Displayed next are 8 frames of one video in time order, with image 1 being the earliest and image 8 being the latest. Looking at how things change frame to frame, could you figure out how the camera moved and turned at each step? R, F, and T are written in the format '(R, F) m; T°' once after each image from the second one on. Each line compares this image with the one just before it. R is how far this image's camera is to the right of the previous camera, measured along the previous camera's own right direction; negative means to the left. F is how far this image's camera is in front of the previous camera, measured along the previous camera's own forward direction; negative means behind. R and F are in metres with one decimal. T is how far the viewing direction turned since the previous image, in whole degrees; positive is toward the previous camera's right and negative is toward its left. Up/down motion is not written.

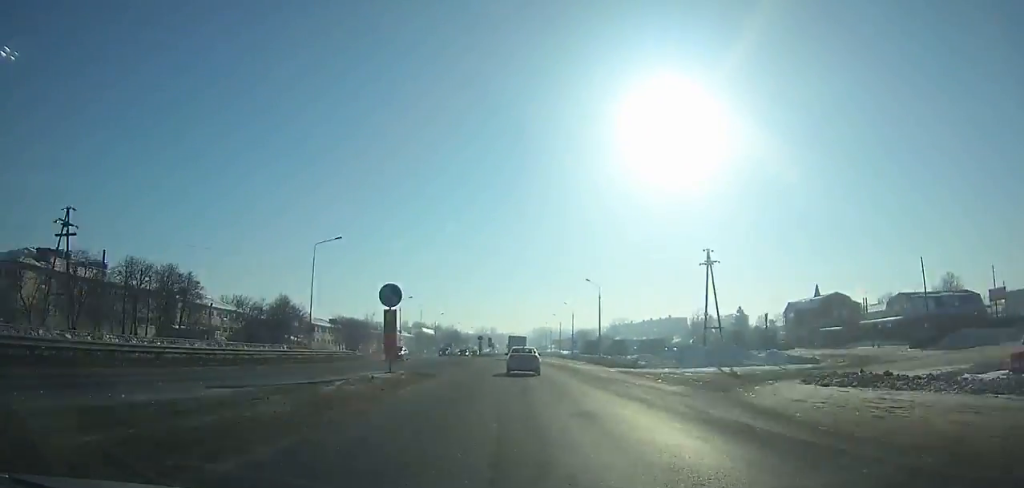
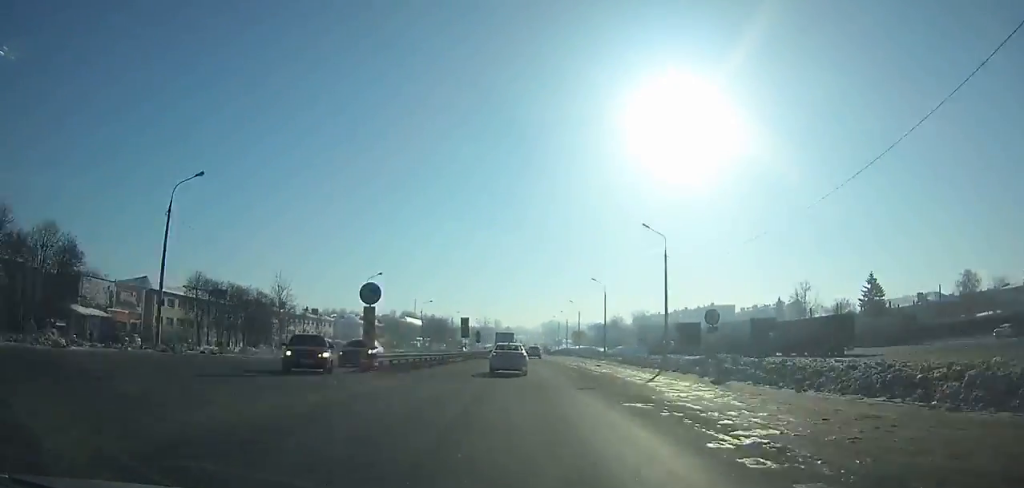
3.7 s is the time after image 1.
(-0.4, +74.7) m; 0°
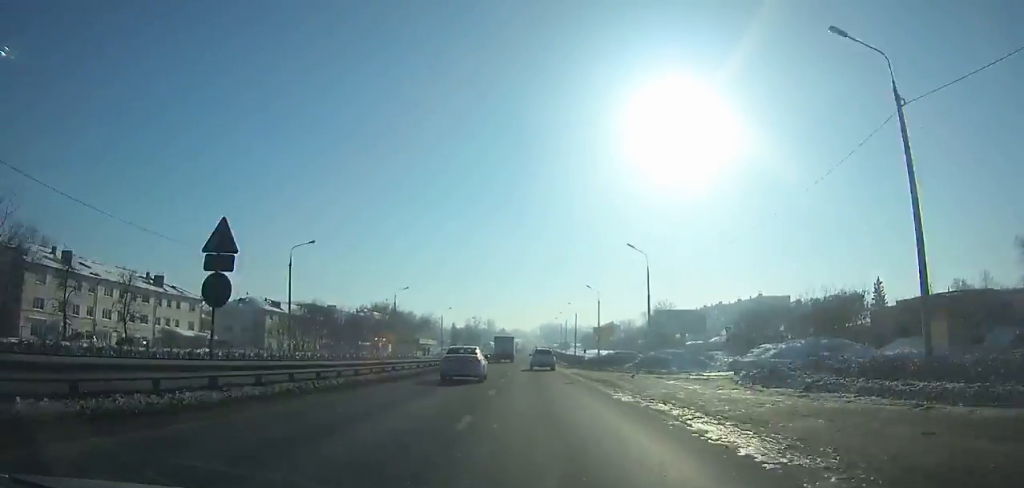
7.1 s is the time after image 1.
(-0.1, +69.8) m; 0°
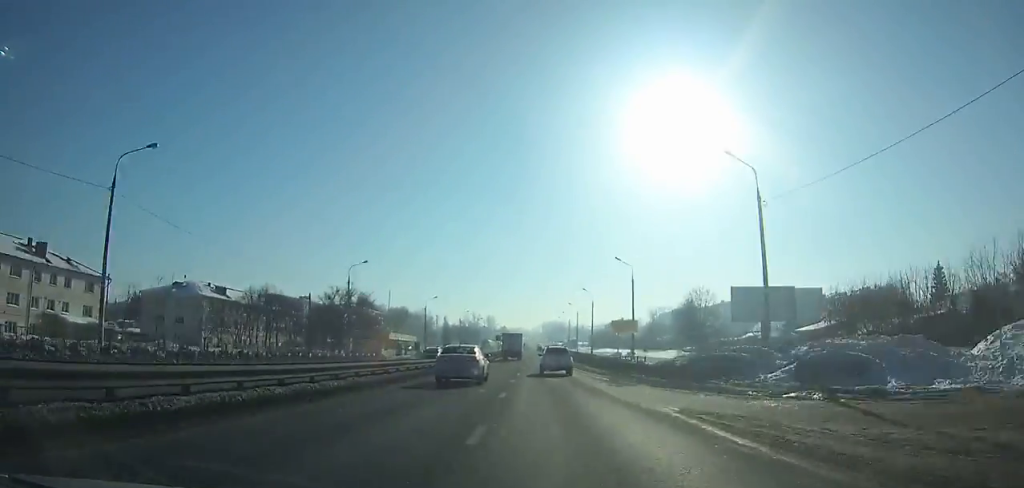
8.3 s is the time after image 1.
(0.0, +24.5) m; 0°
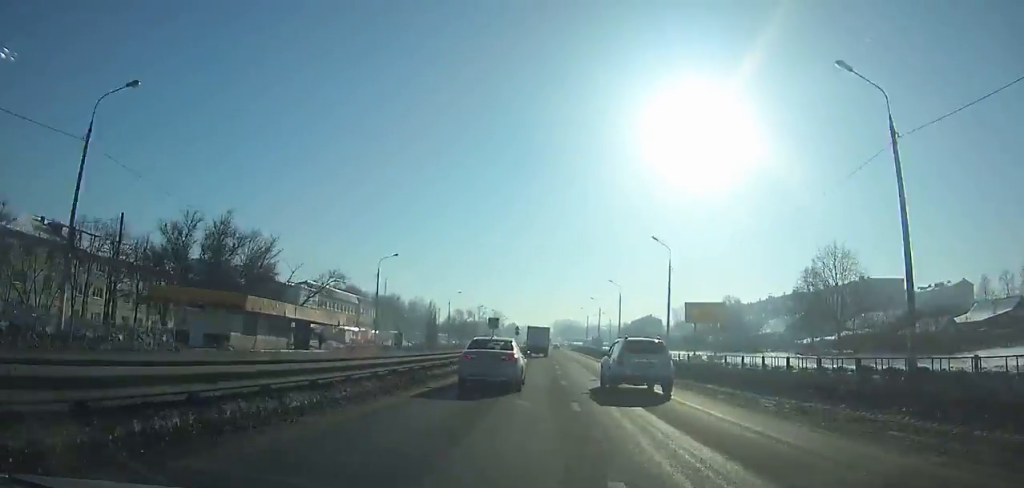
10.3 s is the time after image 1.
(-0.1, +40.1) m; +1°
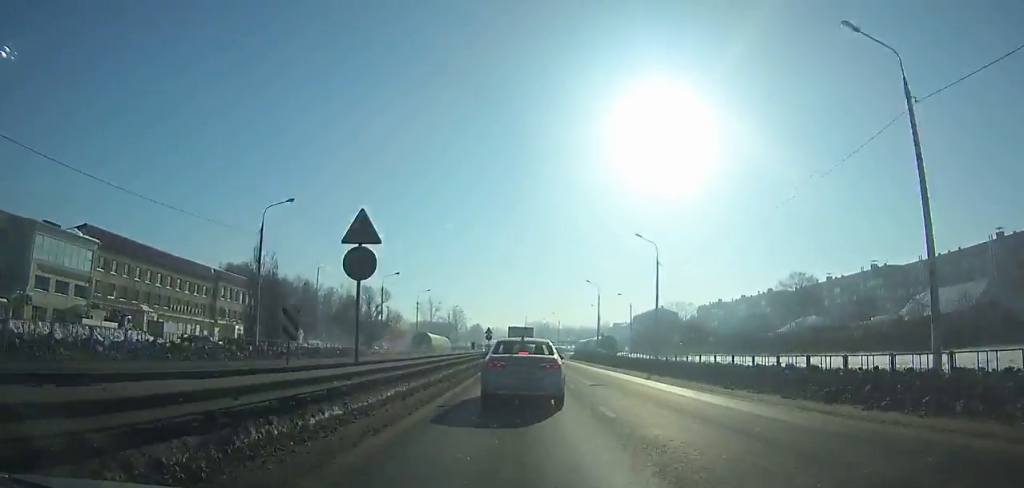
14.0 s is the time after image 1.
(+1.2, +70.1) m; +1°
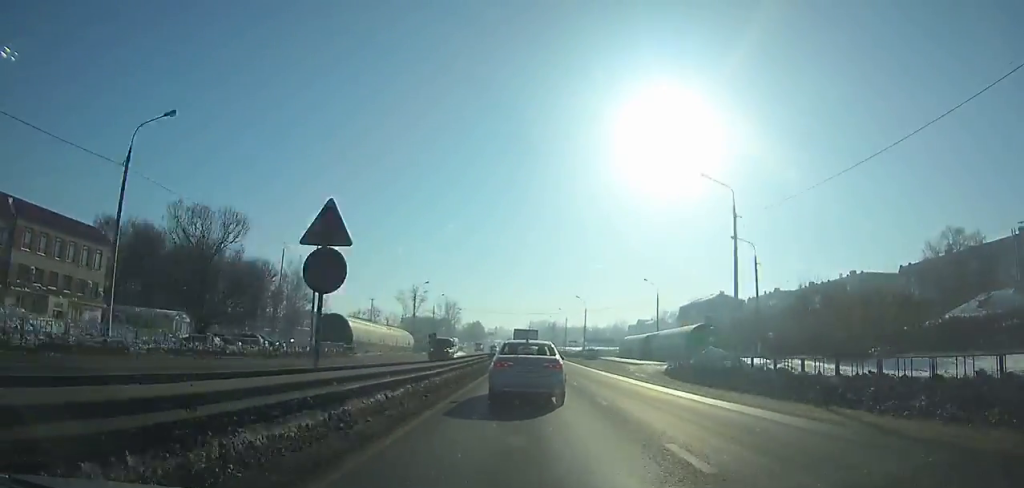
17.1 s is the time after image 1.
(0.0, +53.7) m; 0°
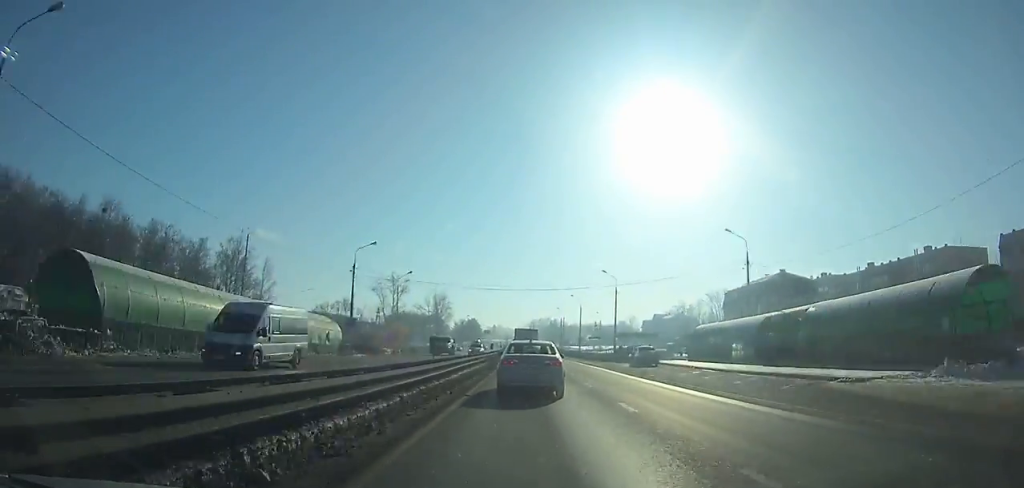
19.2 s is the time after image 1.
(0.0, +34.6) m; 0°
